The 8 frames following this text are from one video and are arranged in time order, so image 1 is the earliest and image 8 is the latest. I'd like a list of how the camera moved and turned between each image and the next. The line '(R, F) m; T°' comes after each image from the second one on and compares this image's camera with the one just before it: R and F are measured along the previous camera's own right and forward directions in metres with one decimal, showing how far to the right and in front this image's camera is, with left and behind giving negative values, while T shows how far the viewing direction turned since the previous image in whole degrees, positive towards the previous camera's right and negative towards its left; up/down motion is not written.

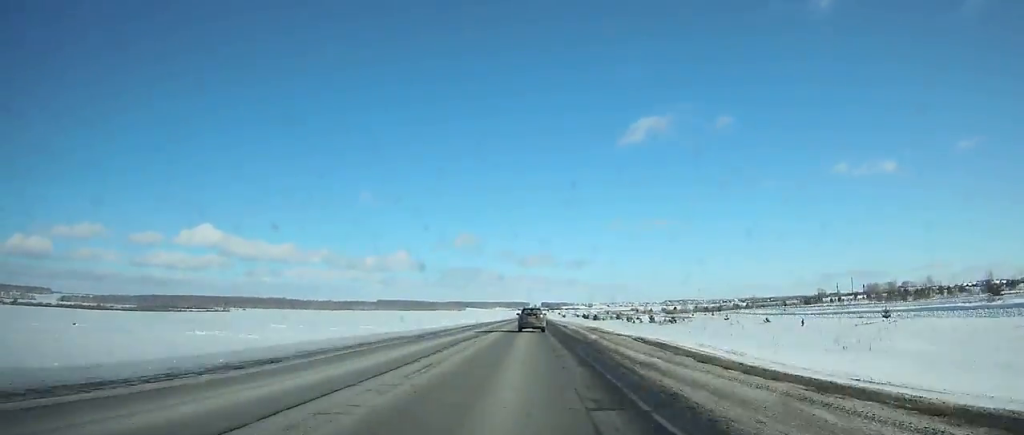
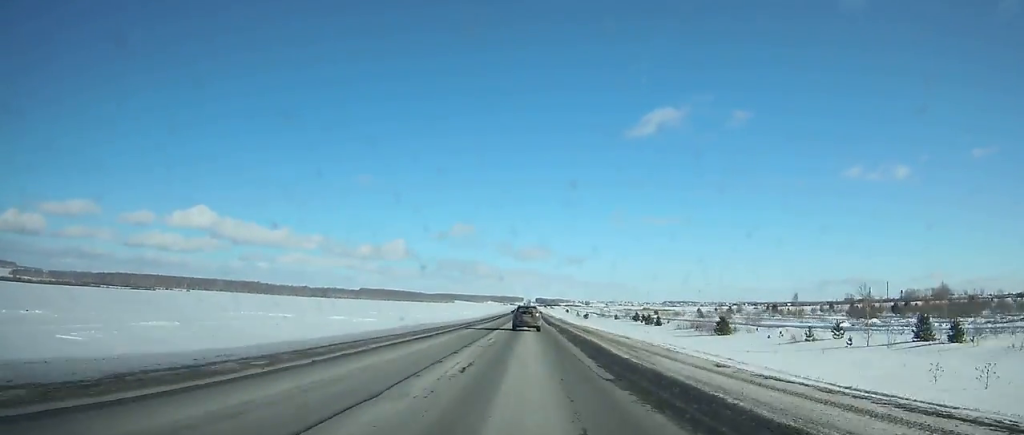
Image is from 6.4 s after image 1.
(+1.2, +155.0) m; +1°
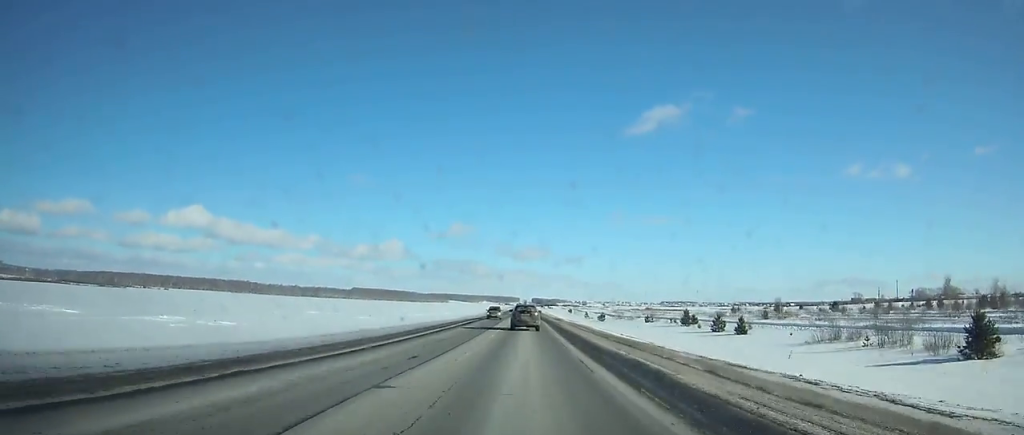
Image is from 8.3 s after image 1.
(+0.2, +46.6) m; 0°
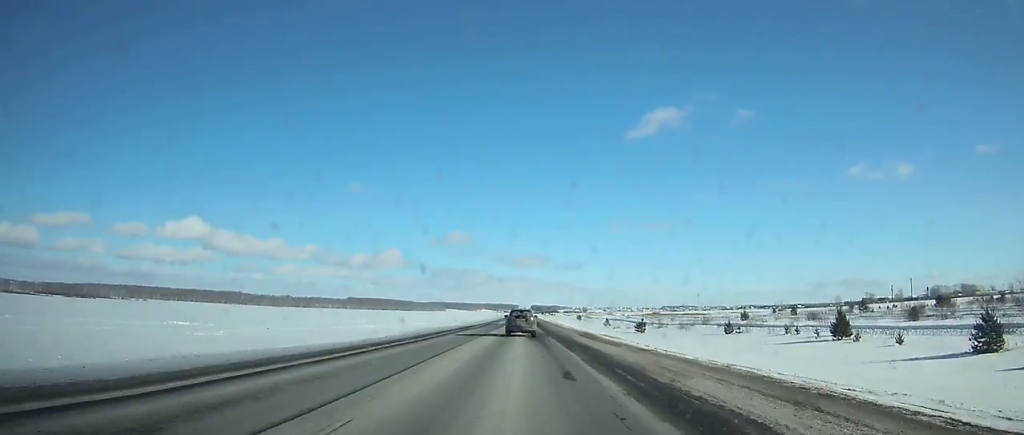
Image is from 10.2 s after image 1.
(-0.1, +47.0) m; 0°
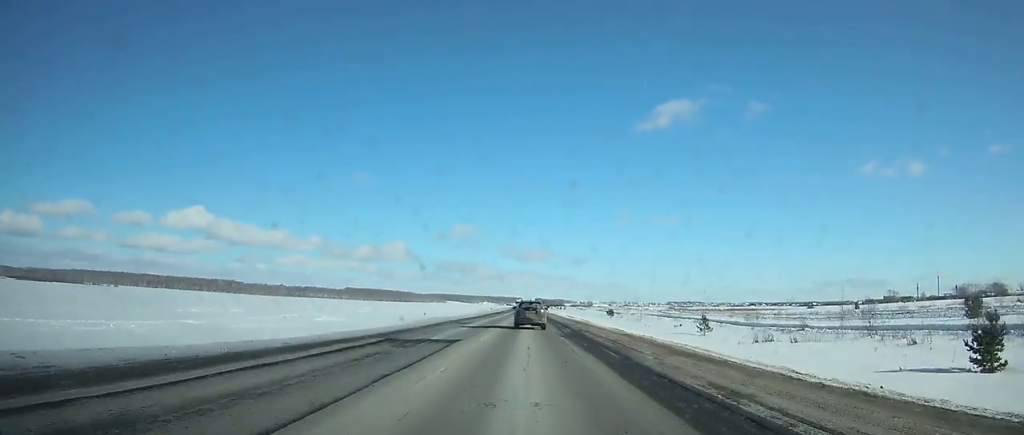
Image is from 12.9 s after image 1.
(-0.1, +66.9) m; 0°
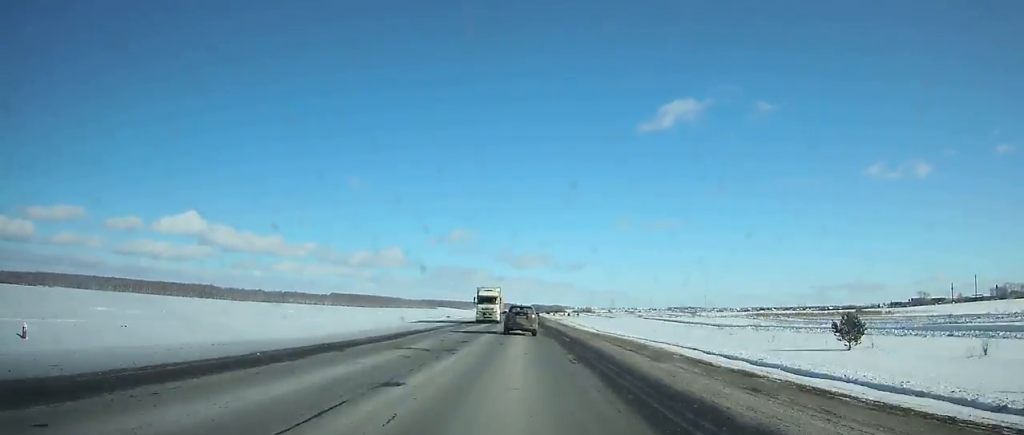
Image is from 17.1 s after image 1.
(+0.1, +104.9) m; 0°
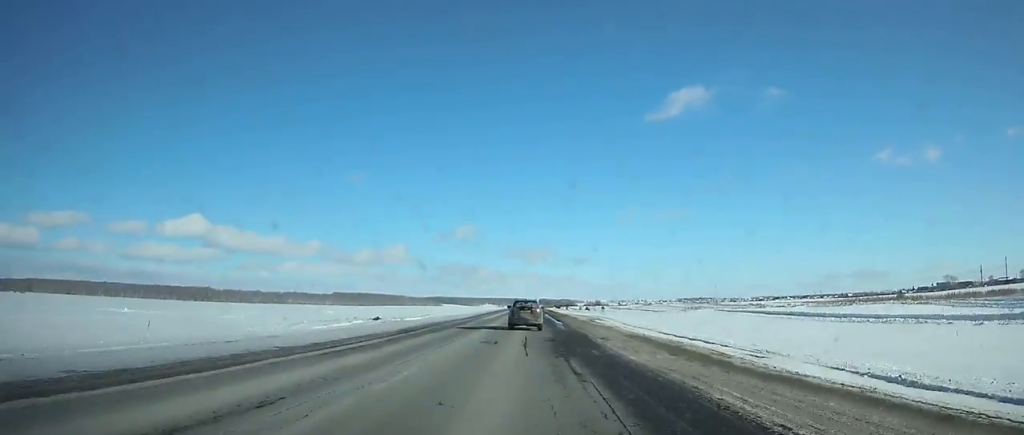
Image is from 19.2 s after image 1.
(-0.2, +52.8) m; 0°
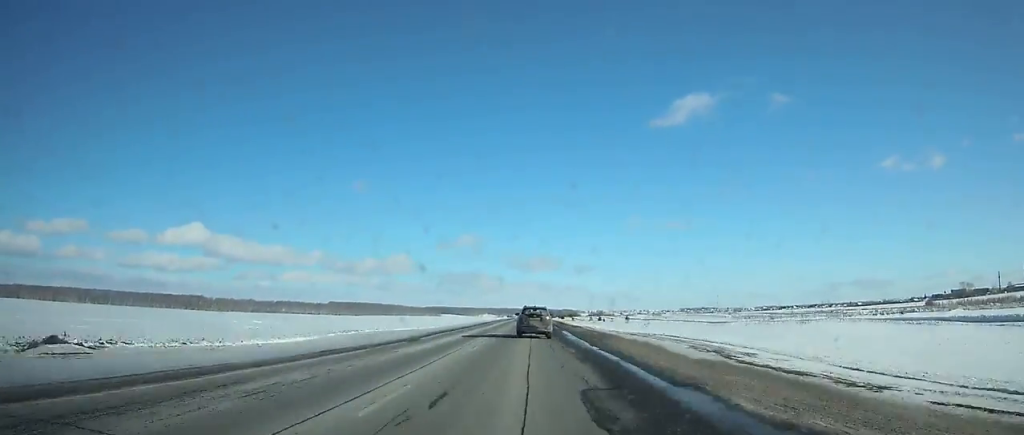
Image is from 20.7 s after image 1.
(0.0, +37.7) m; 0°
